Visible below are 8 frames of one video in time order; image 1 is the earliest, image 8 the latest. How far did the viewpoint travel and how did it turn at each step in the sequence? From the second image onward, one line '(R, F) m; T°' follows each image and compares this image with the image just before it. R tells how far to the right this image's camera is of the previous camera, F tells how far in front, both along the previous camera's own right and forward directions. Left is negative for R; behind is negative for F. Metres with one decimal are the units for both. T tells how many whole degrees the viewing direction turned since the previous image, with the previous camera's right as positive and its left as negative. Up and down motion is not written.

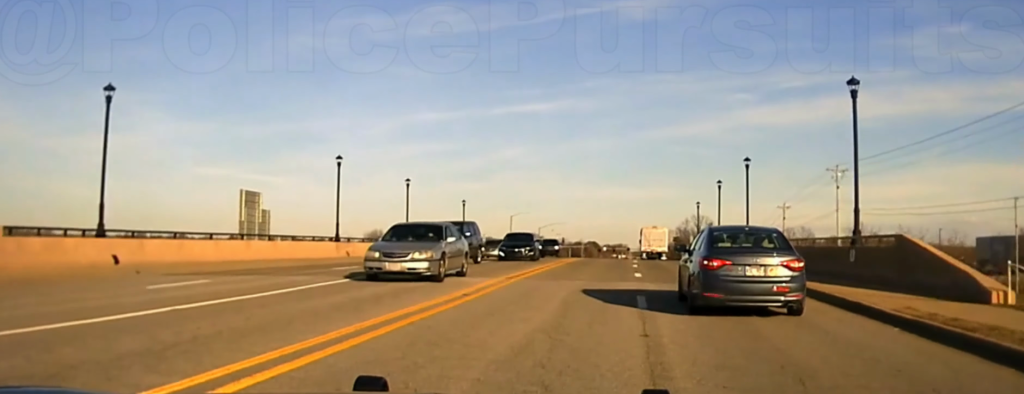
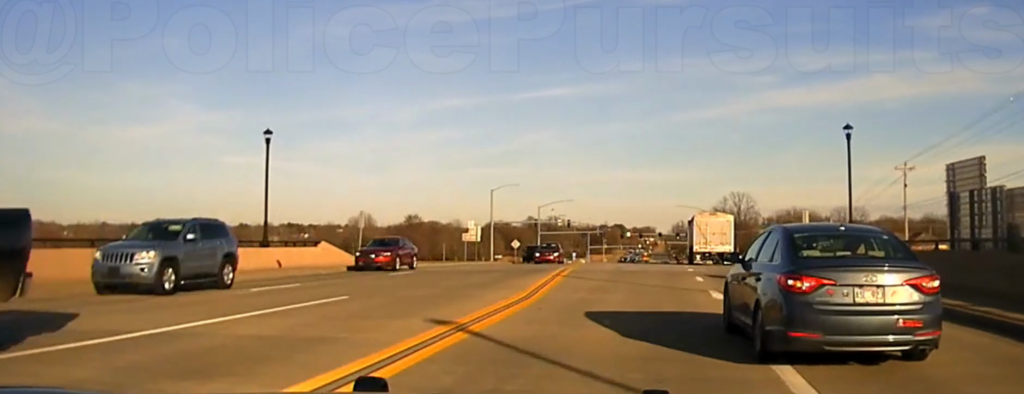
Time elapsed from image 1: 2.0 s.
(-0.4, +58.1) m; -1°
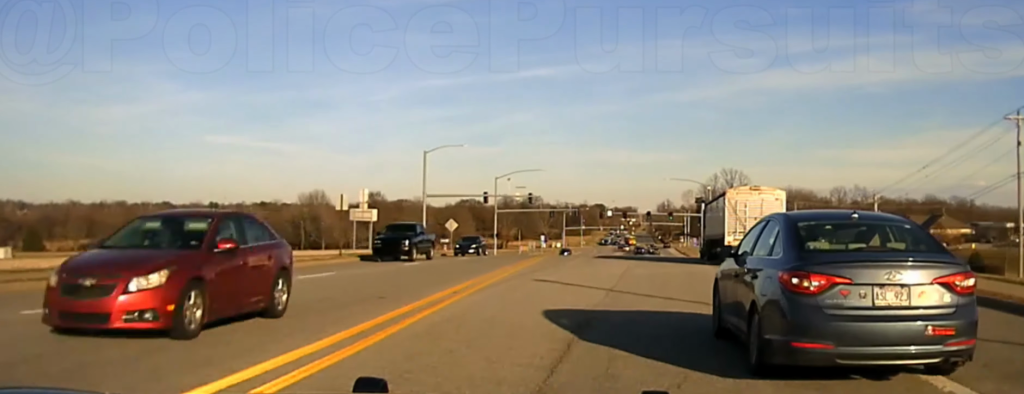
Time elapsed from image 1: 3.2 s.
(-0.5, +29.8) m; -1°
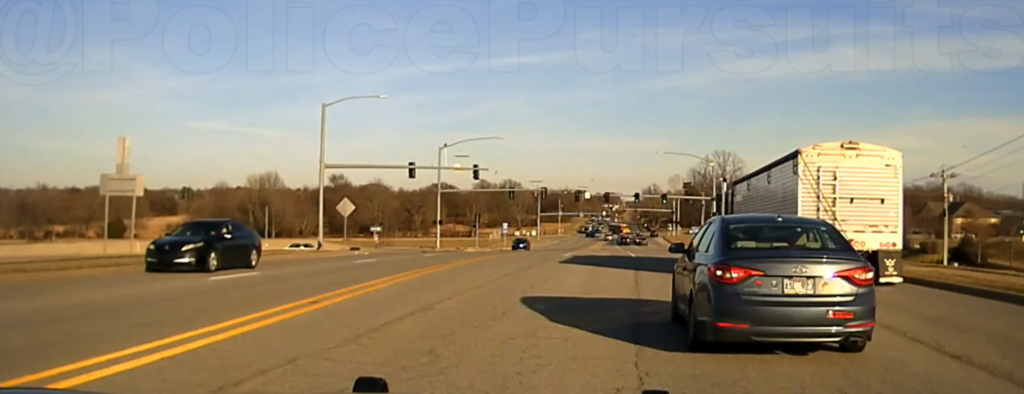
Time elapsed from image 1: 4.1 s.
(-0.1, +21.8) m; 0°
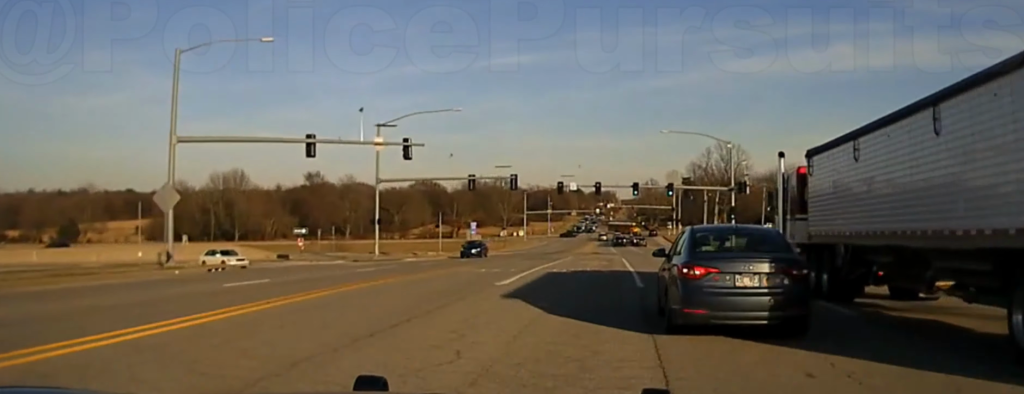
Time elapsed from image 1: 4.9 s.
(+0.2, +19.4) m; +1°
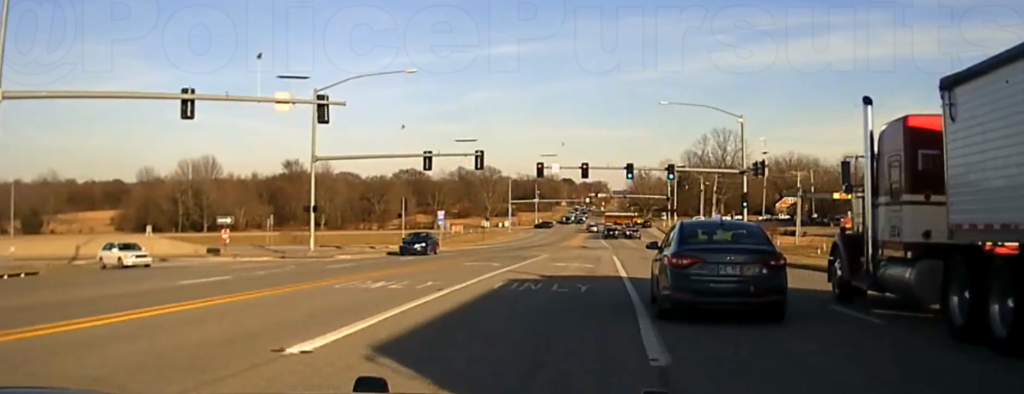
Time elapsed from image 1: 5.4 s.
(+0.1, +12.8) m; +1°
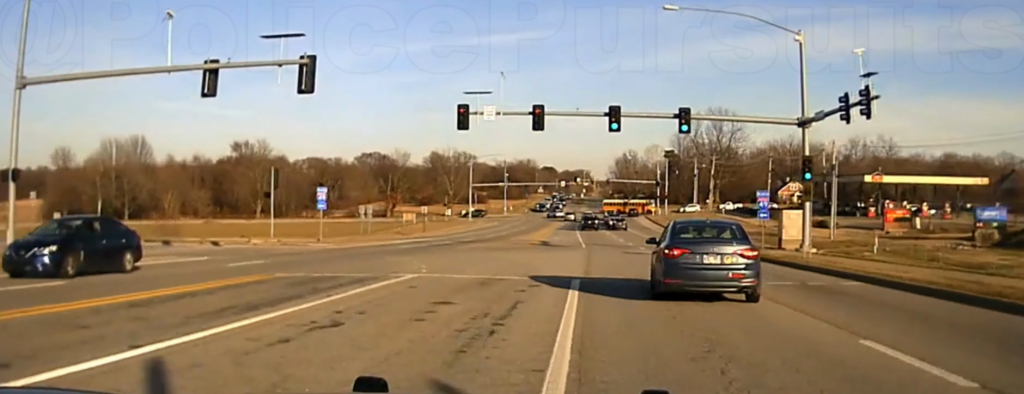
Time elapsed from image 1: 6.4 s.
(+0.4, +32.7) m; +1°
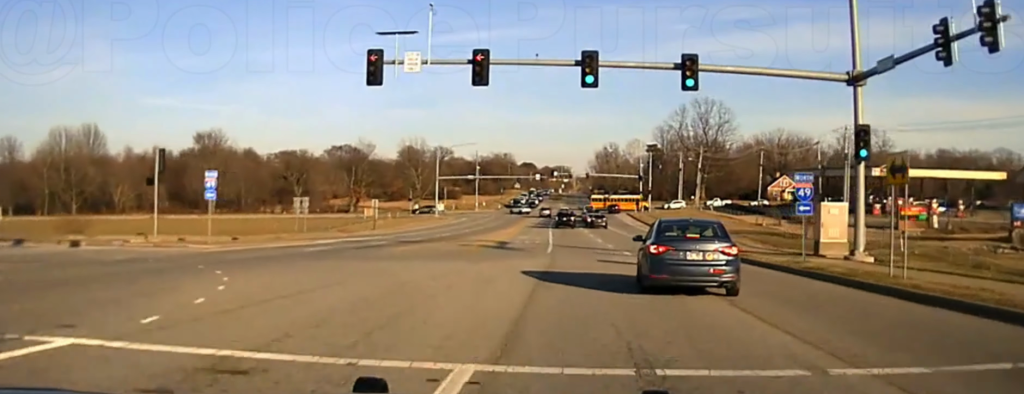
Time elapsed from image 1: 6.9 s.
(0.0, +15.4) m; +1°
